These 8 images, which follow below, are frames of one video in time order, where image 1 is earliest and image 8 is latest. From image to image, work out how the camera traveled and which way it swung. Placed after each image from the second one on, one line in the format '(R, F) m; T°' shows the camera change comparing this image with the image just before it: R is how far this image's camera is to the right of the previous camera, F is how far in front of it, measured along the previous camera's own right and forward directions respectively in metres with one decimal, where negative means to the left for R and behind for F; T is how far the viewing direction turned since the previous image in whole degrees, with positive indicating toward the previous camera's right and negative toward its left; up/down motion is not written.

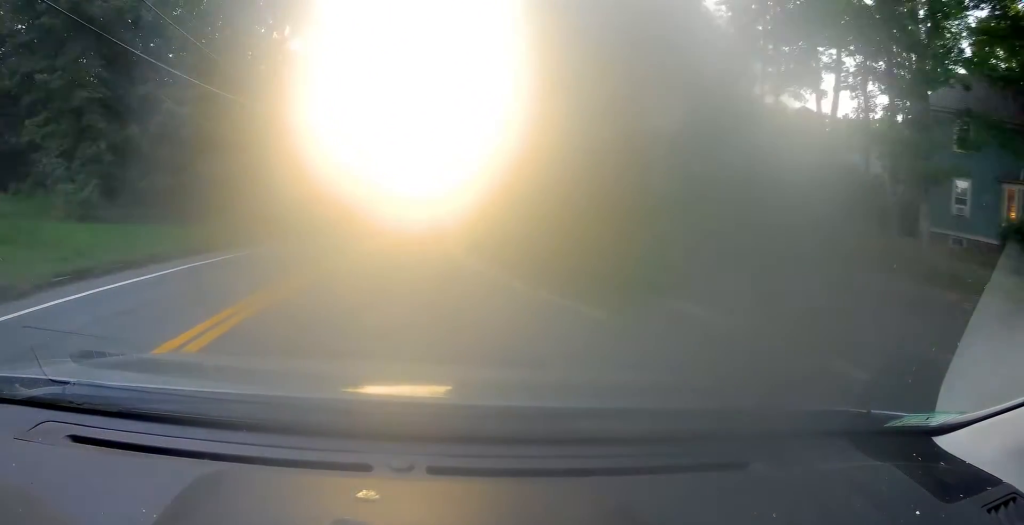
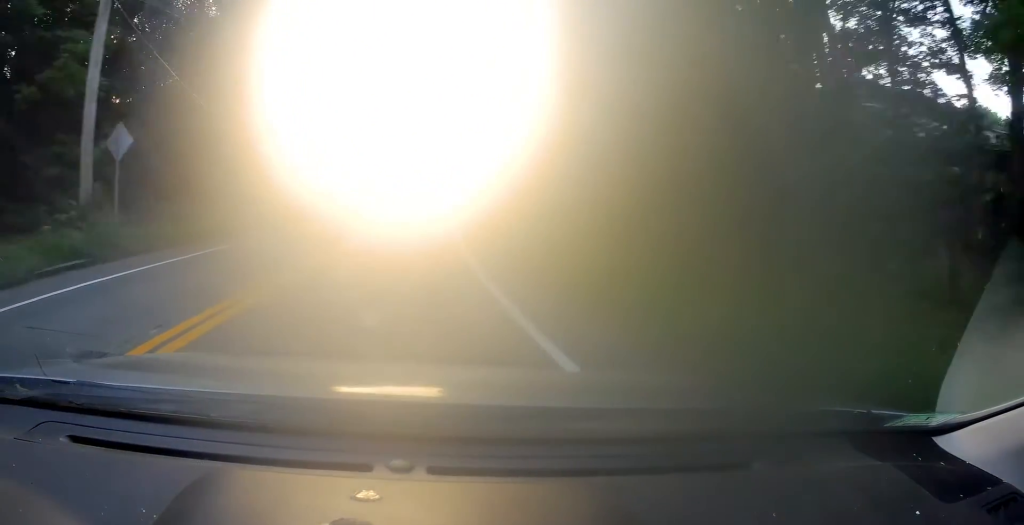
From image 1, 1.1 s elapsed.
(+0.6, +18.5) m; +1°
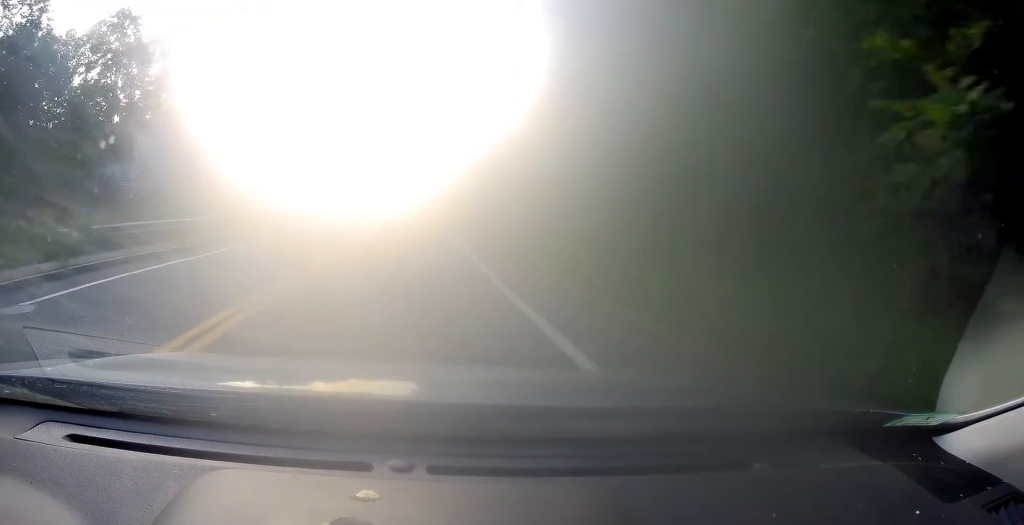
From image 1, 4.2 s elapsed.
(+1.3, +56.0) m; +1°
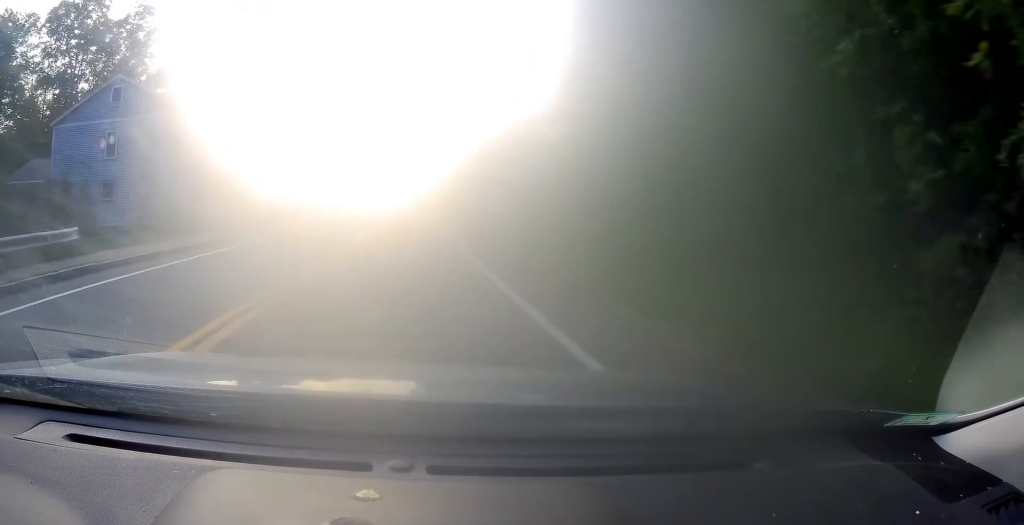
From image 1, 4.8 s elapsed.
(-0.1, +10.6) m; 0°
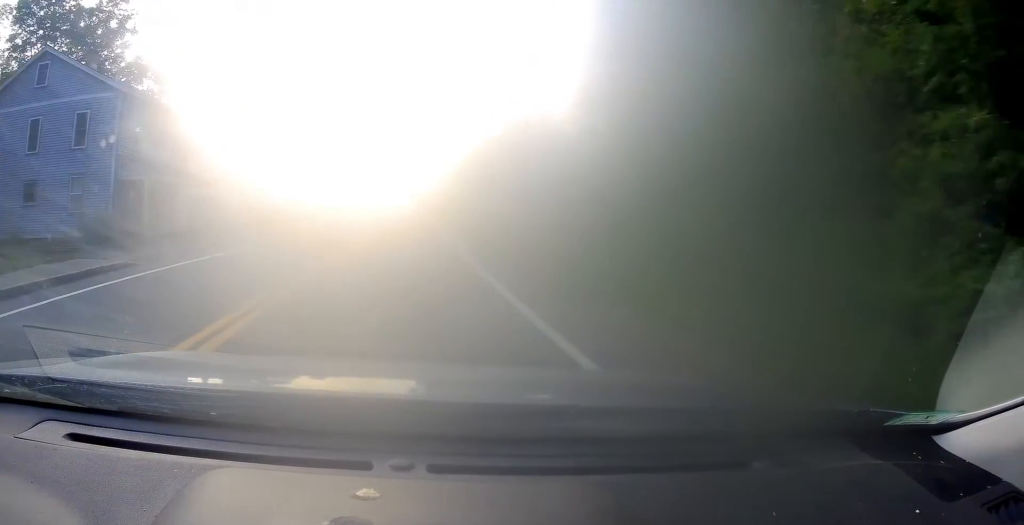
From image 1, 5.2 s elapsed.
(0.0, +8.1) m; 0°
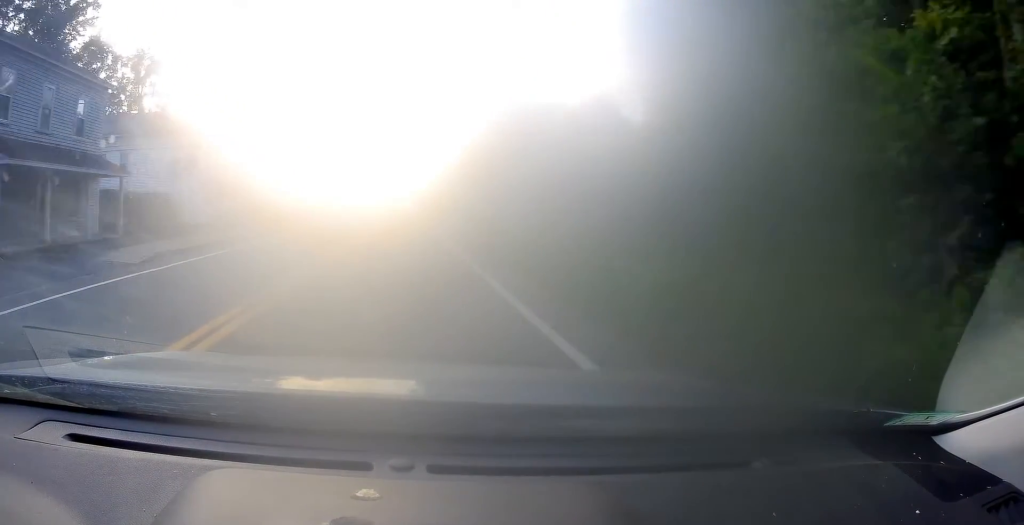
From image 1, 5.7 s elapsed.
(0.0, +9.4) m; 0°
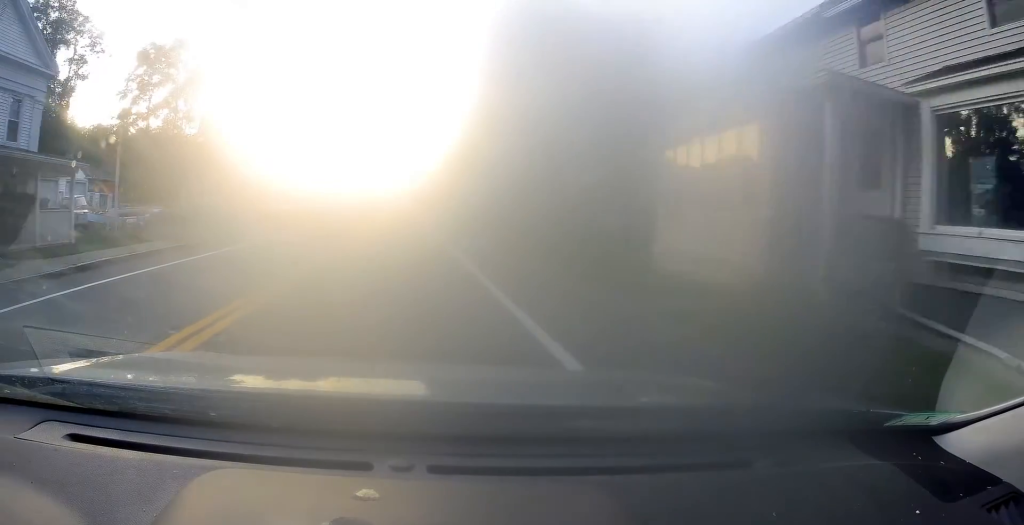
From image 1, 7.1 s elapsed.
(+0.6, +25.8) m; +1°
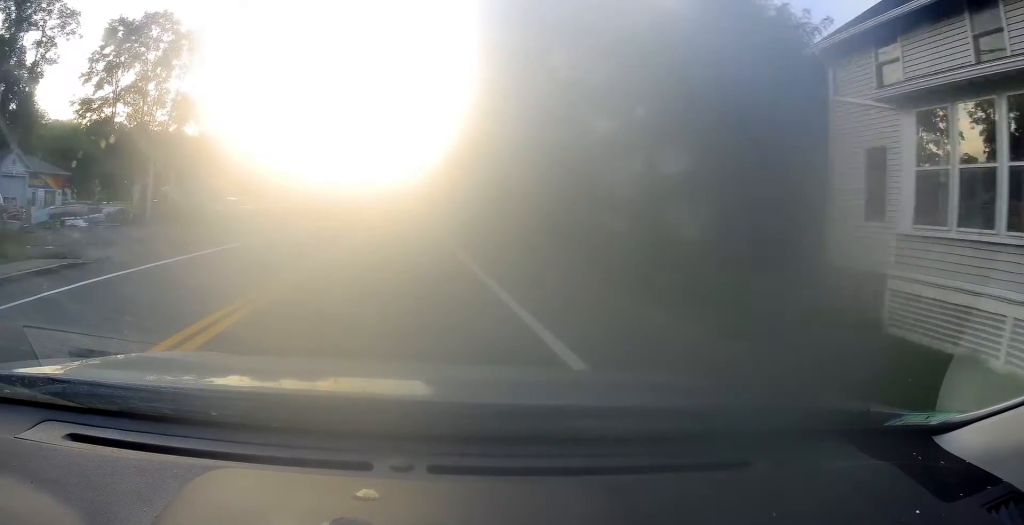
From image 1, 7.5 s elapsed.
(+0.3, +8.8) m; 0°
